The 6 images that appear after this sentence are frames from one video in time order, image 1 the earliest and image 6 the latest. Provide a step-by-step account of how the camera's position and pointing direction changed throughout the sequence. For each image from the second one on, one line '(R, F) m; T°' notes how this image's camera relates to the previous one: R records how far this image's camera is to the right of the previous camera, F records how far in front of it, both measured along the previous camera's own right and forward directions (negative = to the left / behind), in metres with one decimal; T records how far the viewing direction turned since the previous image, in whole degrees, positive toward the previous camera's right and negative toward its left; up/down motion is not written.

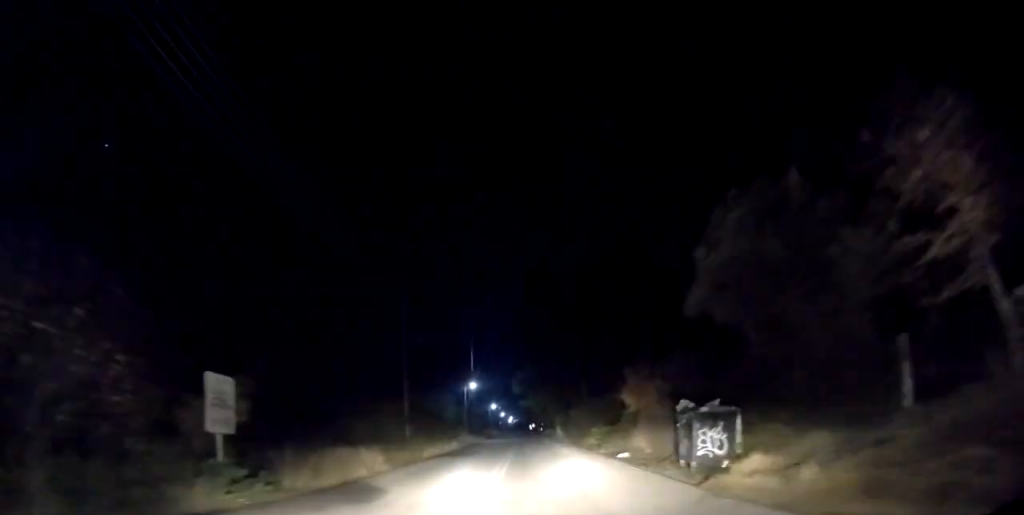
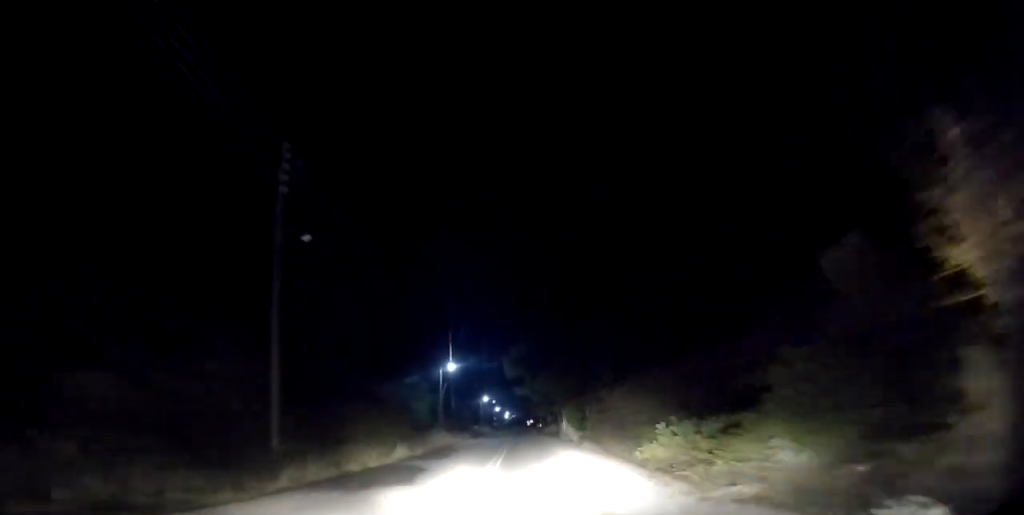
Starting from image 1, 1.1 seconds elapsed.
(0.0, +15.3) m; +1°
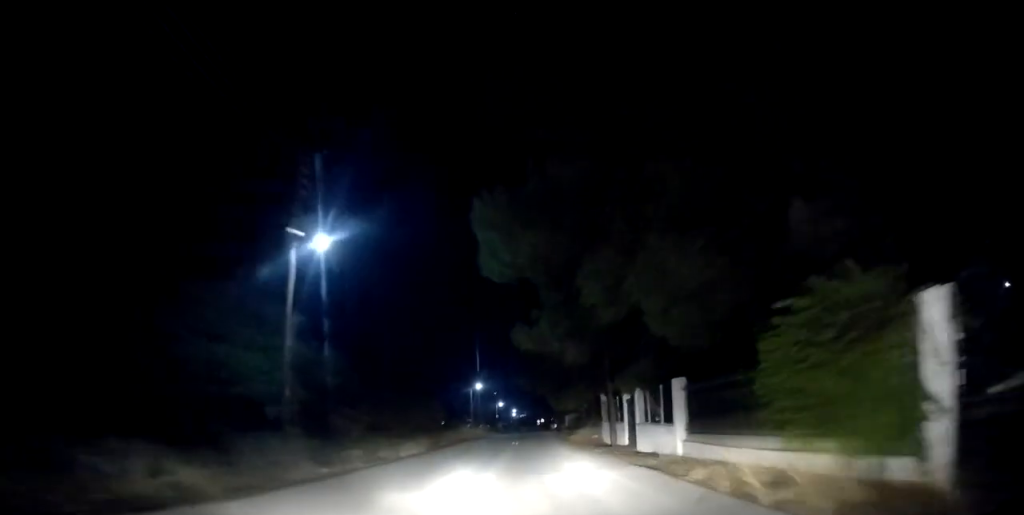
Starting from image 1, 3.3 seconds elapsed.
(+0.1, +29.9) m; 0°
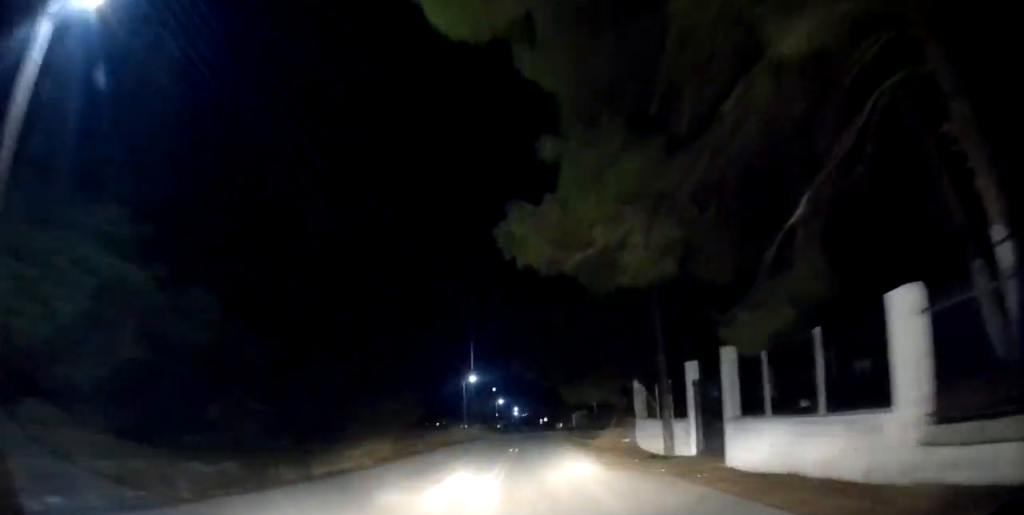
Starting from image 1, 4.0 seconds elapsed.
(0.0, +9.6) m; -1°
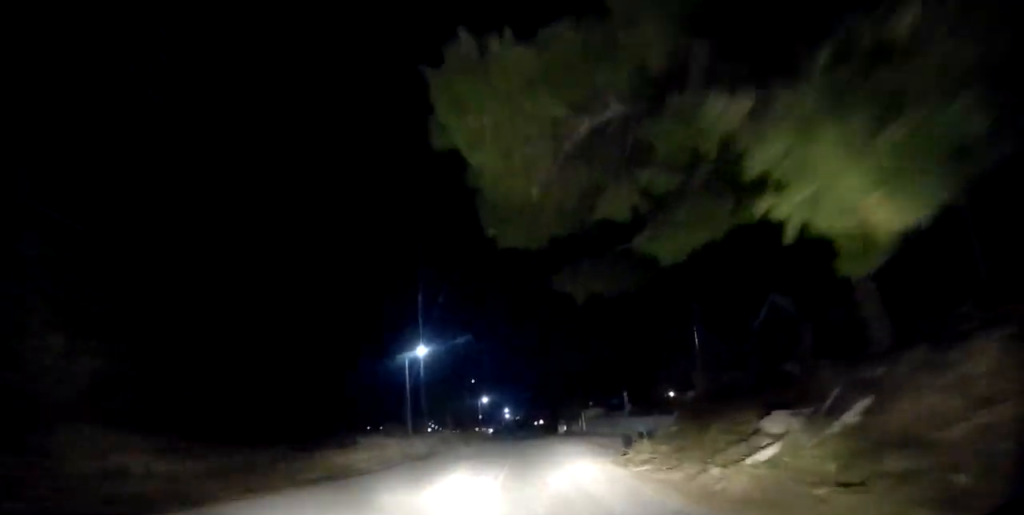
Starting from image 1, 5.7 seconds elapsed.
(0.0, +23.4) m; +1°
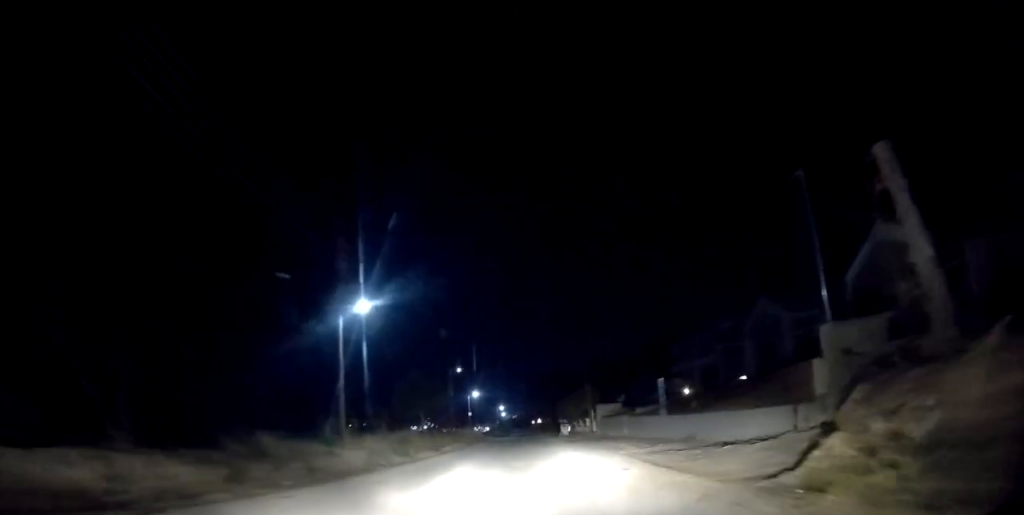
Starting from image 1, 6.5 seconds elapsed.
(+0.4, +11.2) m; -1°
